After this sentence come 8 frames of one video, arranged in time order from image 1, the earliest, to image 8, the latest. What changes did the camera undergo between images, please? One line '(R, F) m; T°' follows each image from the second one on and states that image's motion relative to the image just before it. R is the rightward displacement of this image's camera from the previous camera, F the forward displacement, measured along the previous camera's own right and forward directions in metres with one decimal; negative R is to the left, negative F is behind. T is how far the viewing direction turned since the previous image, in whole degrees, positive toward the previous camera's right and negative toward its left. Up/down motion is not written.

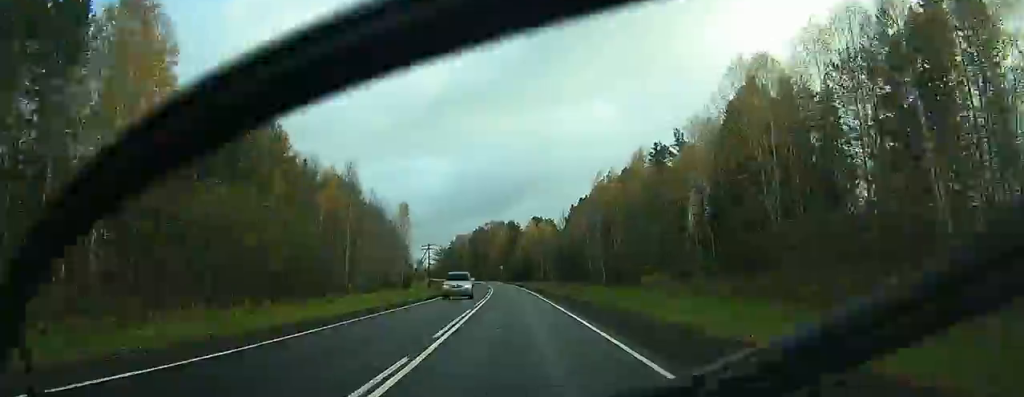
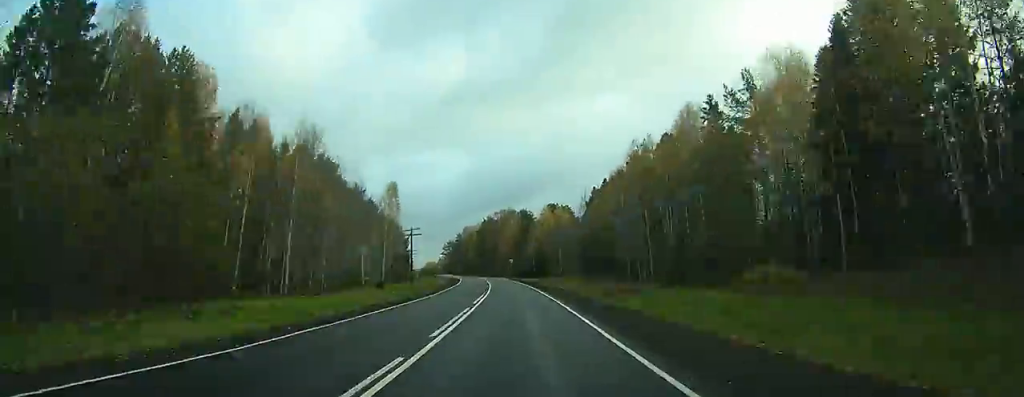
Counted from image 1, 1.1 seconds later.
(+1.8, +25.2) m; +2°
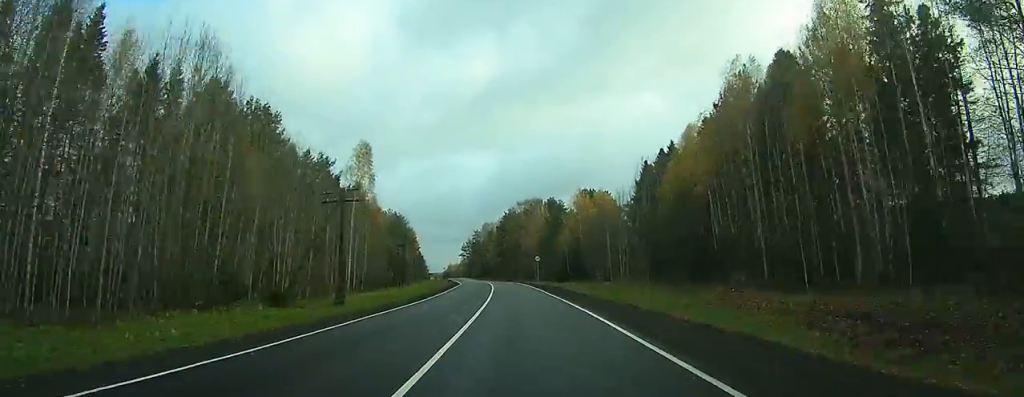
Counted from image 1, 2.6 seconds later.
(+1.0, +36.3) m; +1°
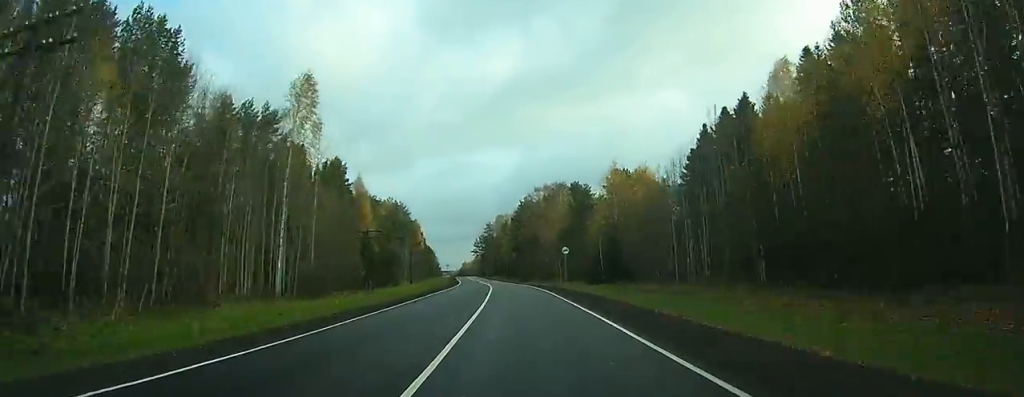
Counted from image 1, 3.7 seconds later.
(0.0, +26.9) m; -2°
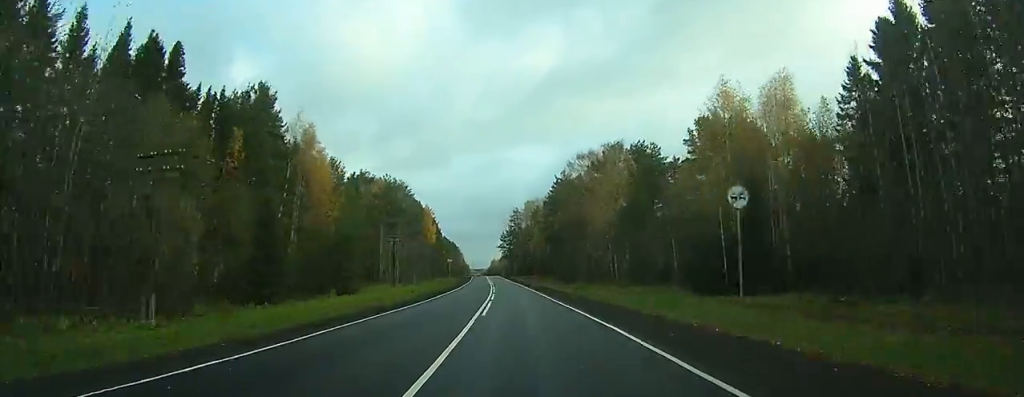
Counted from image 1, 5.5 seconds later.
(-1.3, +42.8) m; -3°
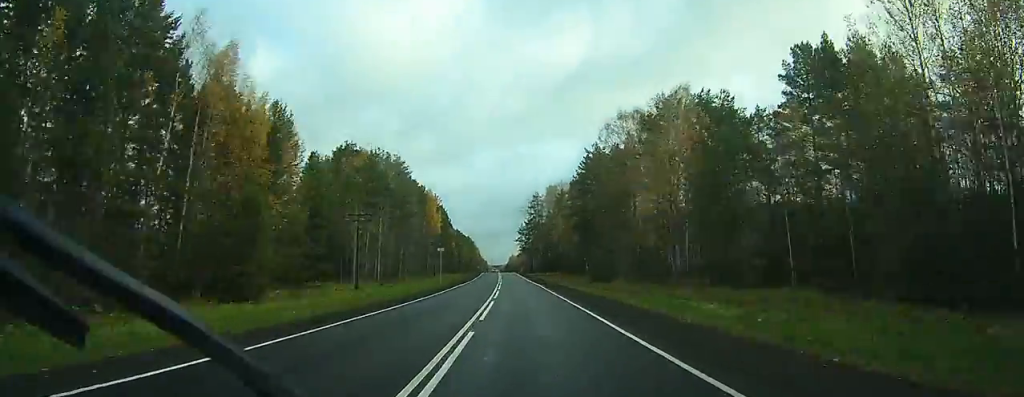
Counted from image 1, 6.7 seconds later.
(-0.5, +27.2) m; -1°
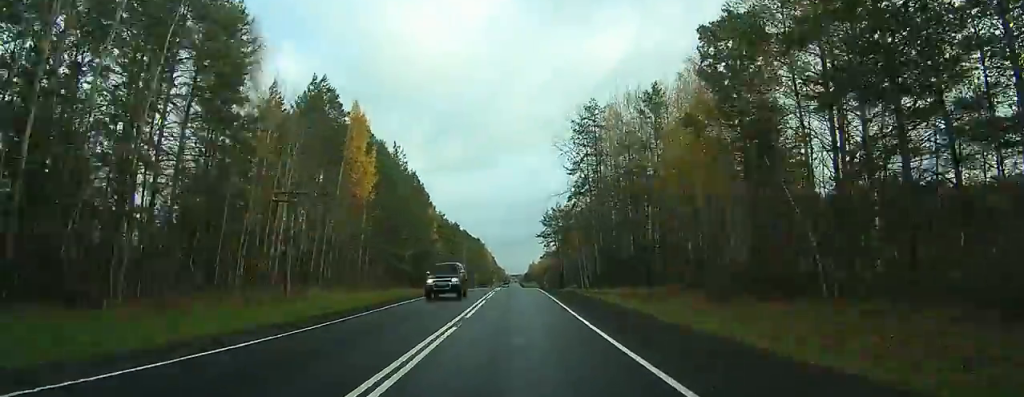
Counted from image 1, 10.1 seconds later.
(-2.1, +82.0) m; -2°
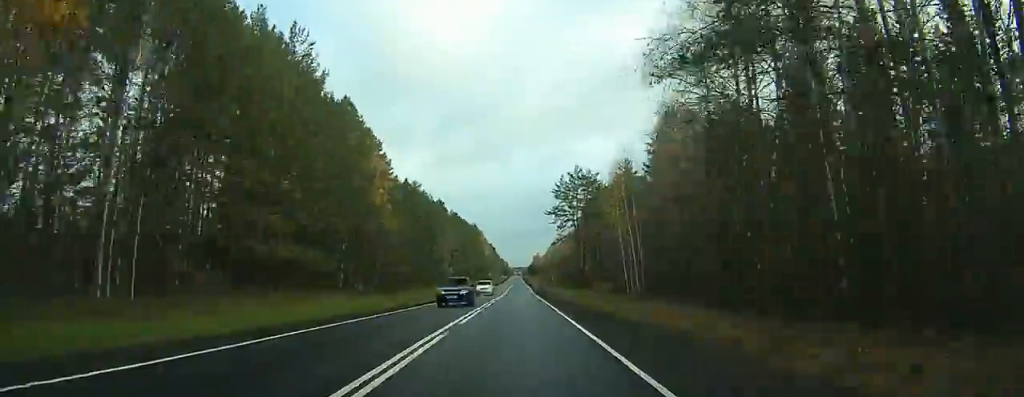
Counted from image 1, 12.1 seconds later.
(-0.1, +48.5) m; 0°
